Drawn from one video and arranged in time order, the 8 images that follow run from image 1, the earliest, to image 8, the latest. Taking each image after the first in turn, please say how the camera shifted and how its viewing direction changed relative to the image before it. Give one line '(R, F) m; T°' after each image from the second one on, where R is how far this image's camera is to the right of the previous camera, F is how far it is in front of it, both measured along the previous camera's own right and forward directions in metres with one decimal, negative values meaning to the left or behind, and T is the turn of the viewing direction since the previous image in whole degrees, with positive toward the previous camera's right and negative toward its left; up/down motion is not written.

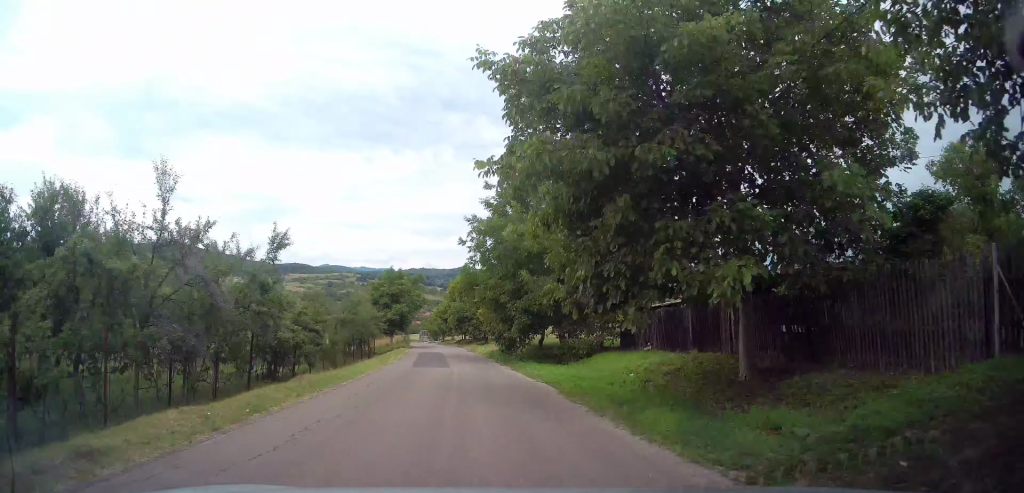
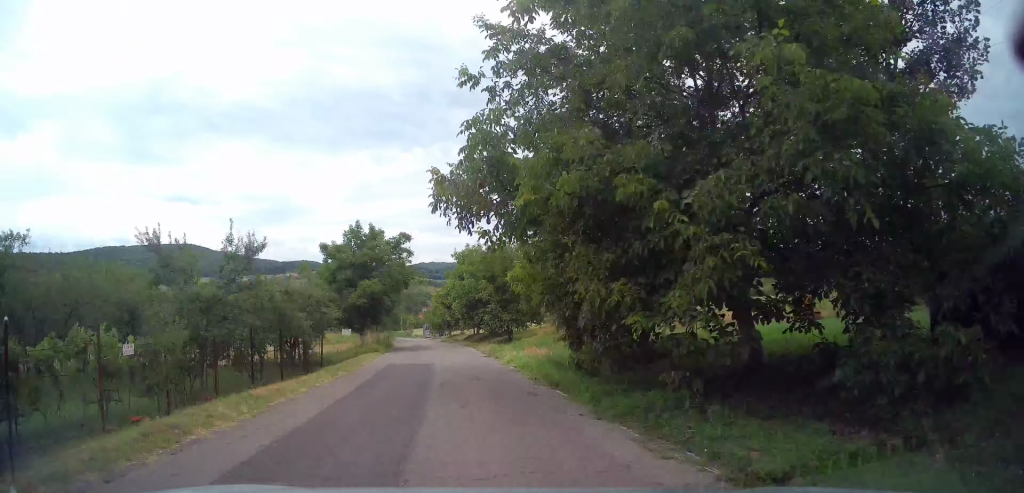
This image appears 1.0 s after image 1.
(-0.2, +19.4) m; -2°
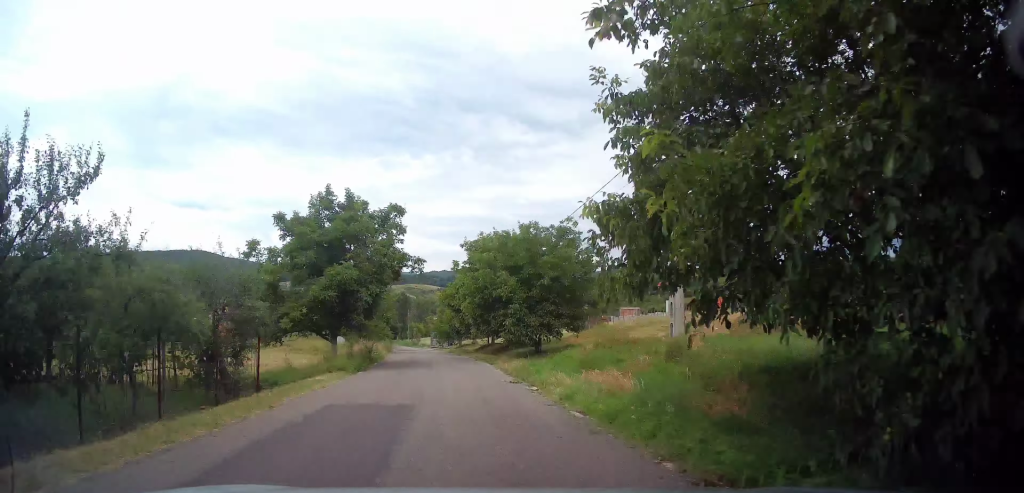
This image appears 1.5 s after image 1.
(-0.1, +9.4) m; -1°
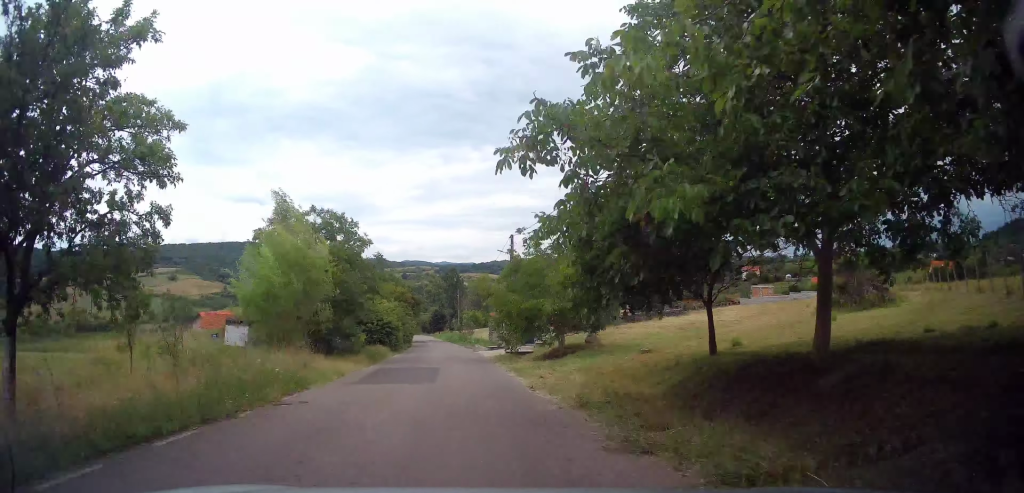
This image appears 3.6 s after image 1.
(-1.1, +38.7) m; -4°
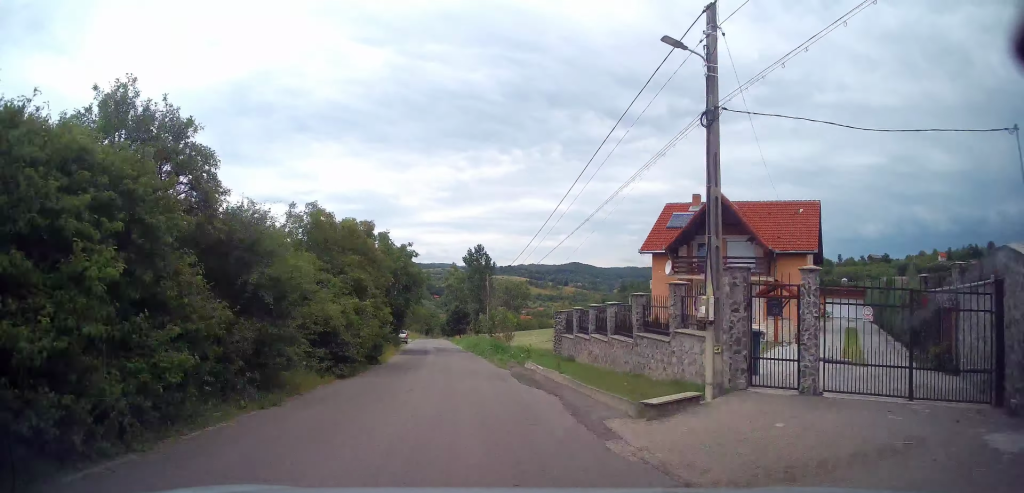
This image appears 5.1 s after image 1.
(-1.8, +29.6) m; -4°
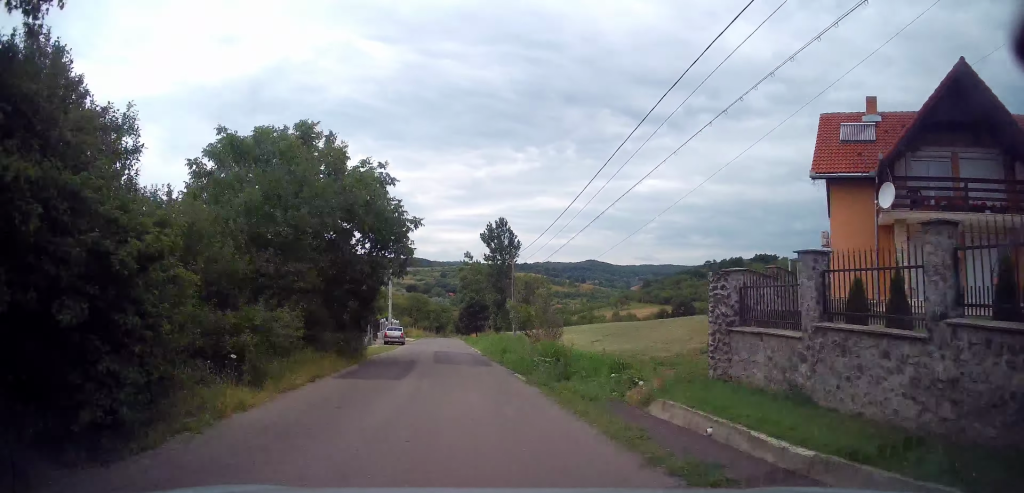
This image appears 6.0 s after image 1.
(+0.1, +17.0) m; -1°
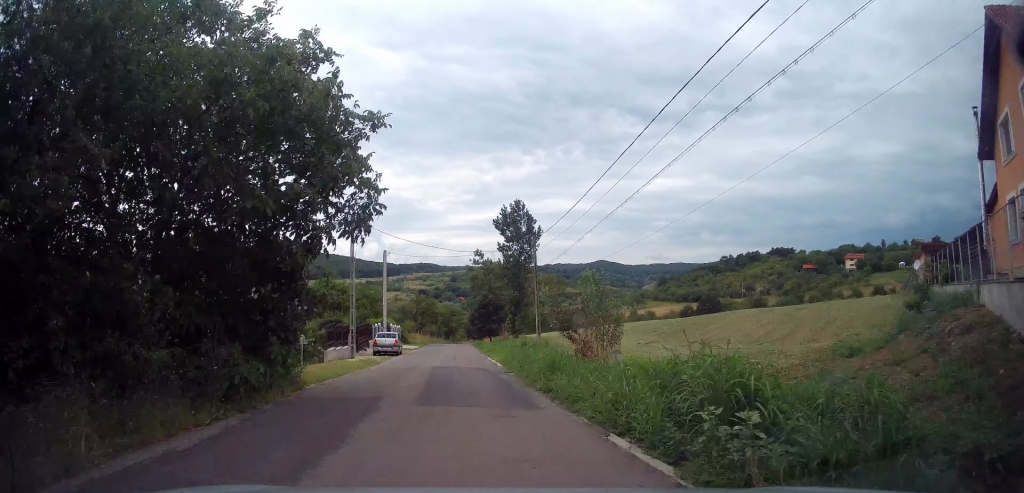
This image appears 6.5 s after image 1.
(+0.1, +9.8) m; 0°
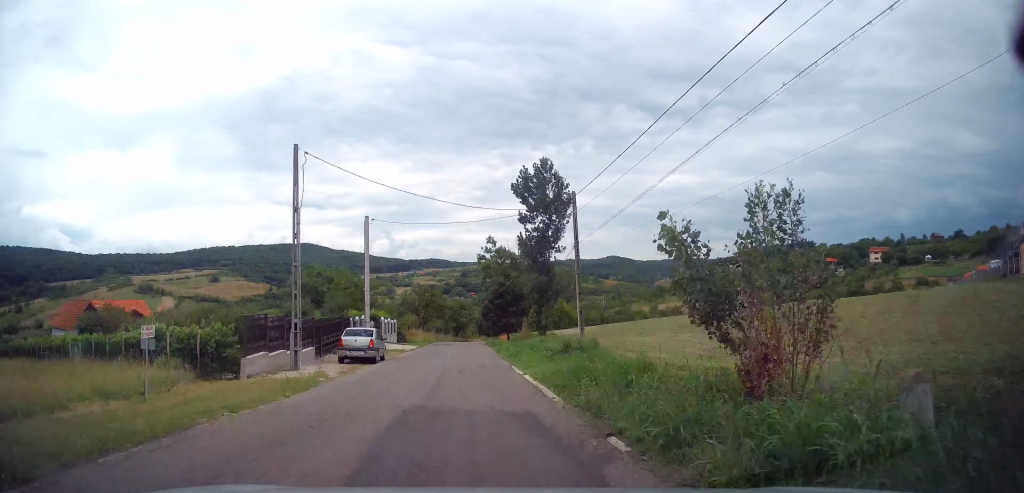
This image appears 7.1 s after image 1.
(-0.3, +11.8) m; -1°
